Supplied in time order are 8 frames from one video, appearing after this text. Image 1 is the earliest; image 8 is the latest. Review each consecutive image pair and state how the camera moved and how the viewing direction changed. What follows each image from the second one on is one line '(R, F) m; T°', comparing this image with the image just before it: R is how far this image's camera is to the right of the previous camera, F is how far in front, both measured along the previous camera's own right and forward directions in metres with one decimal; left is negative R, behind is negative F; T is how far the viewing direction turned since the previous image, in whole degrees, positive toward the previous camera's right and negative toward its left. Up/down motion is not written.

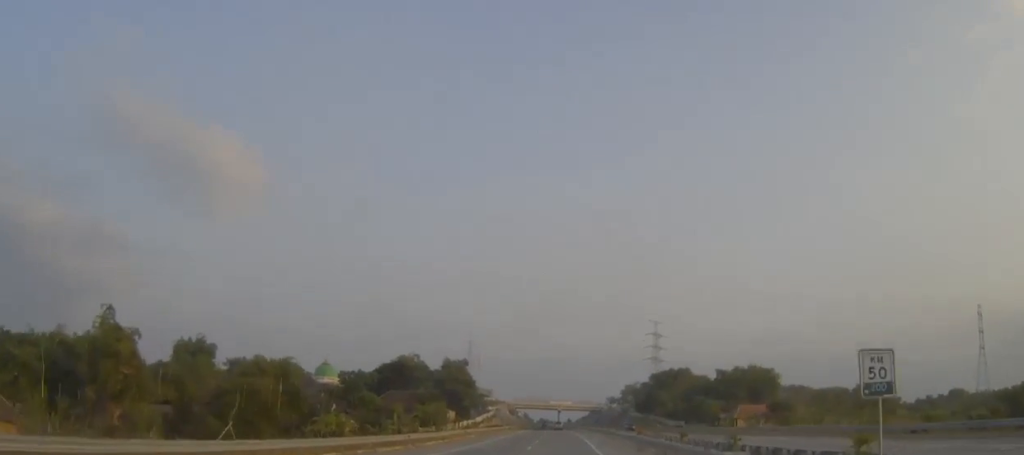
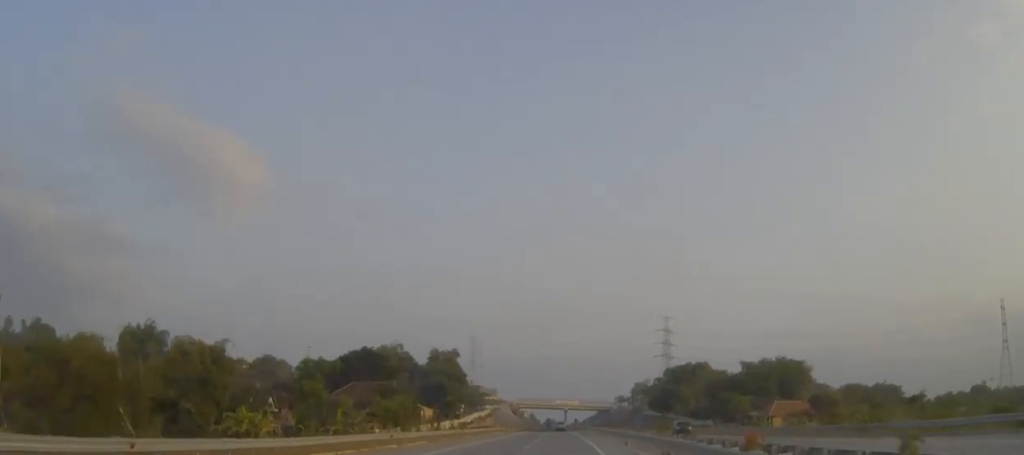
(-0.1, +29.1) m; 0°
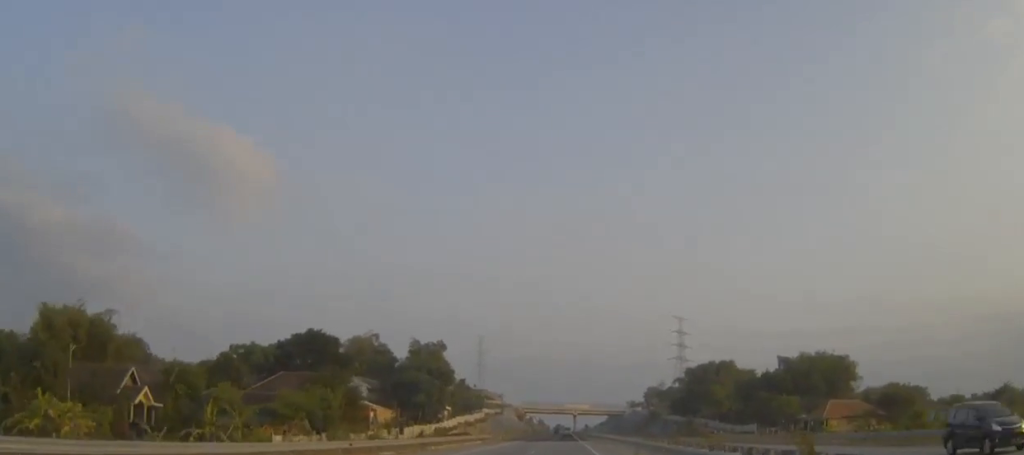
(-0.1, +32.0) m; 0°
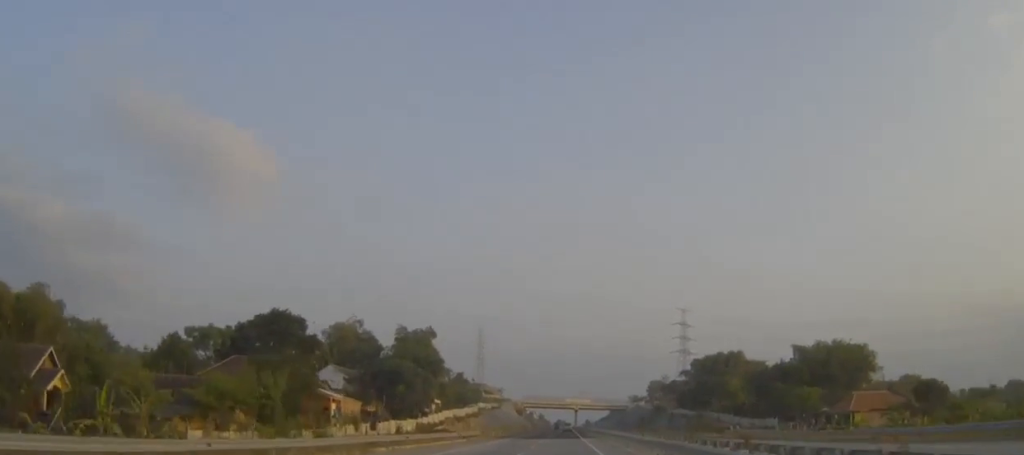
(0.0, +13.2) m; 0°
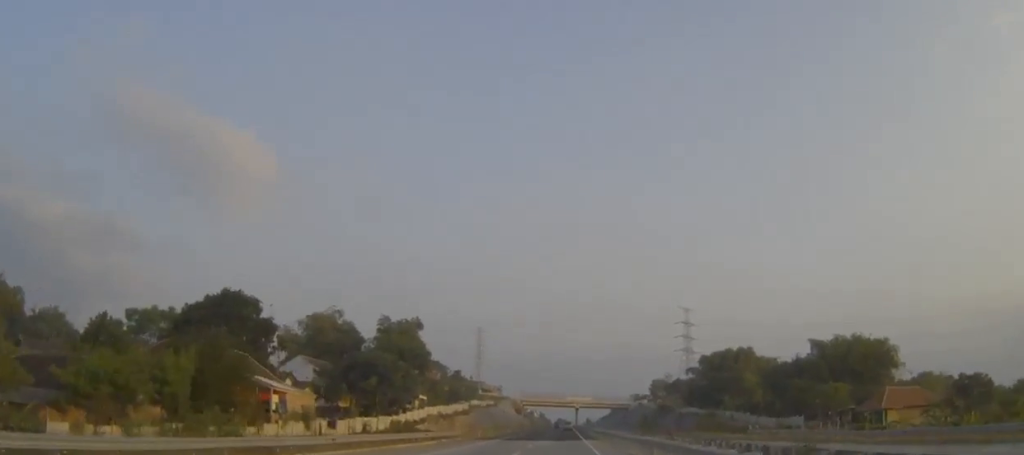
(0.0, +13.6) m; 0°
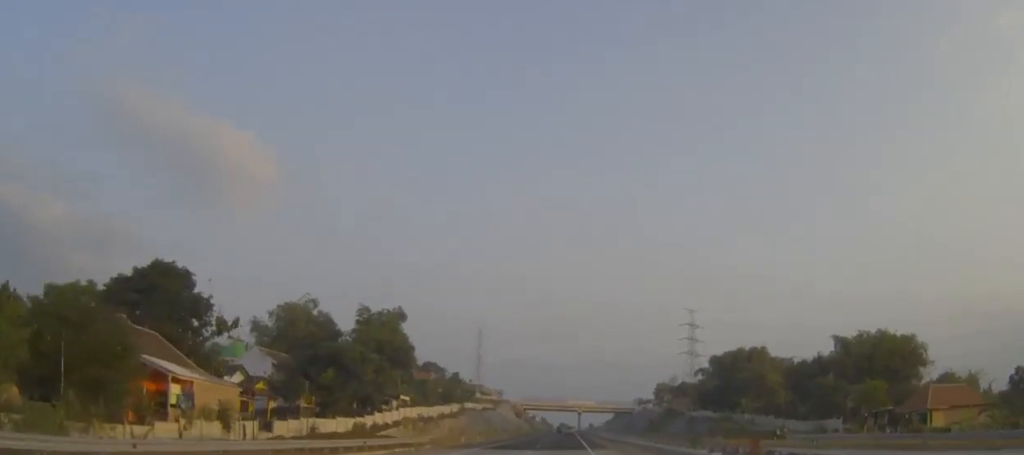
(0.0, +15.0) m; 0°
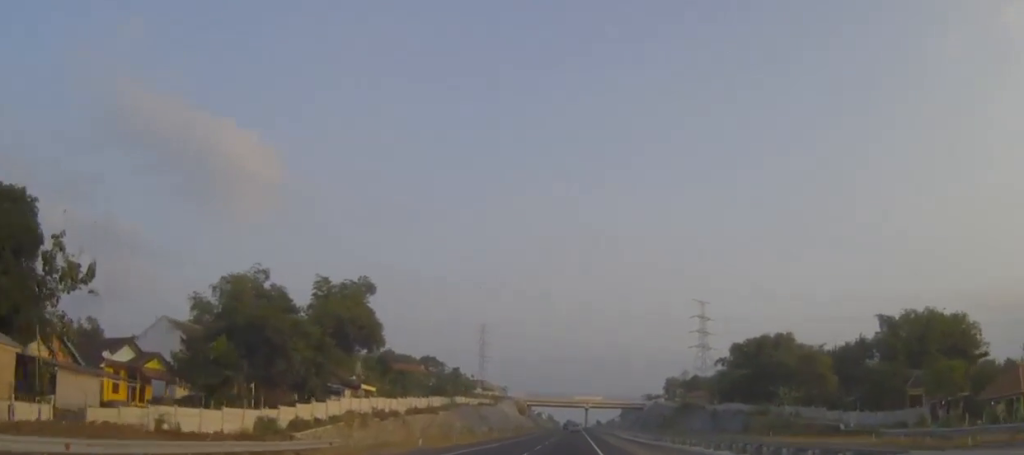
(-0.1, +22.8) m; 0°
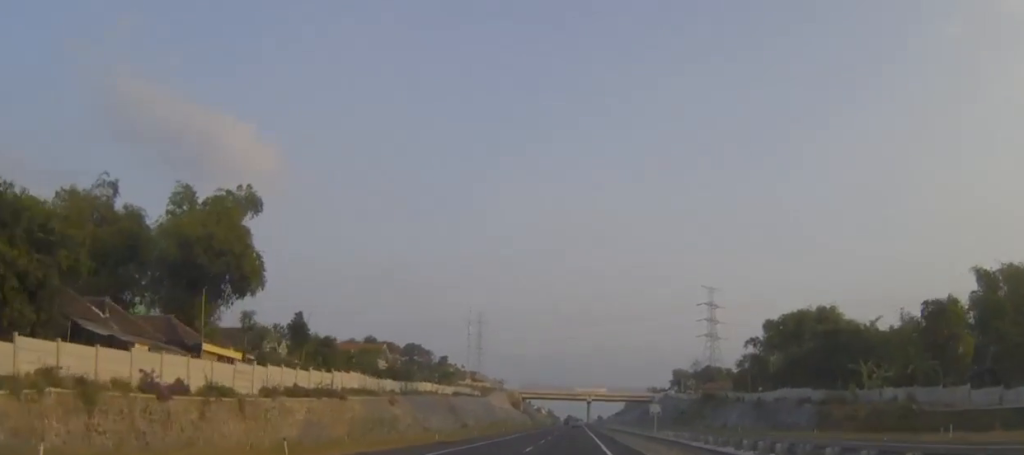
(-0.1, +37.7) m; 0°
